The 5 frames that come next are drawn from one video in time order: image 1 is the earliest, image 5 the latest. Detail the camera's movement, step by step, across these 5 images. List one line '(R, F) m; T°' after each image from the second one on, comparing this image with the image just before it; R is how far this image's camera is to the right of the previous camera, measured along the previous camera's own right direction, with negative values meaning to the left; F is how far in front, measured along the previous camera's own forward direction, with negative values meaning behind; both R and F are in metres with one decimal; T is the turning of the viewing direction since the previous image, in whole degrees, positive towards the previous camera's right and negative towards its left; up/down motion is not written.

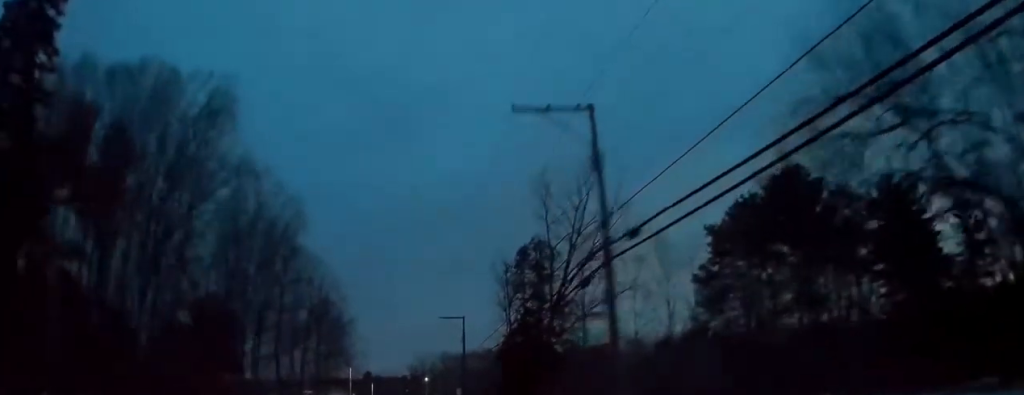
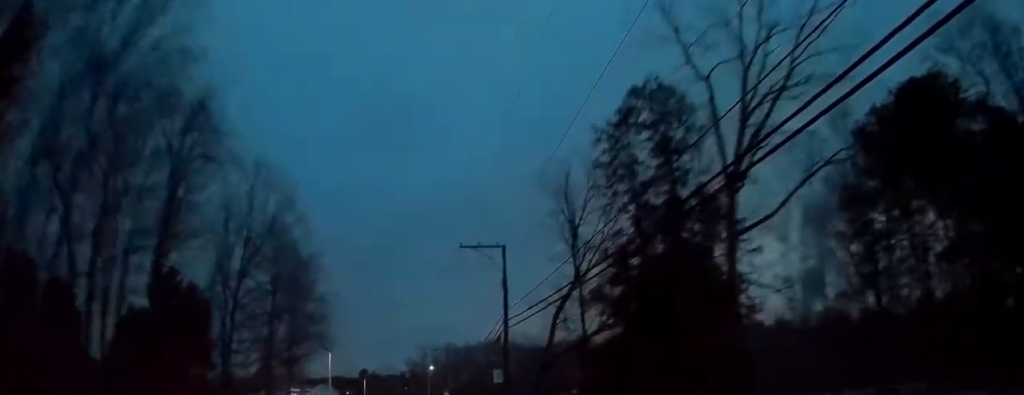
(0.0, +22.7) m; 0°
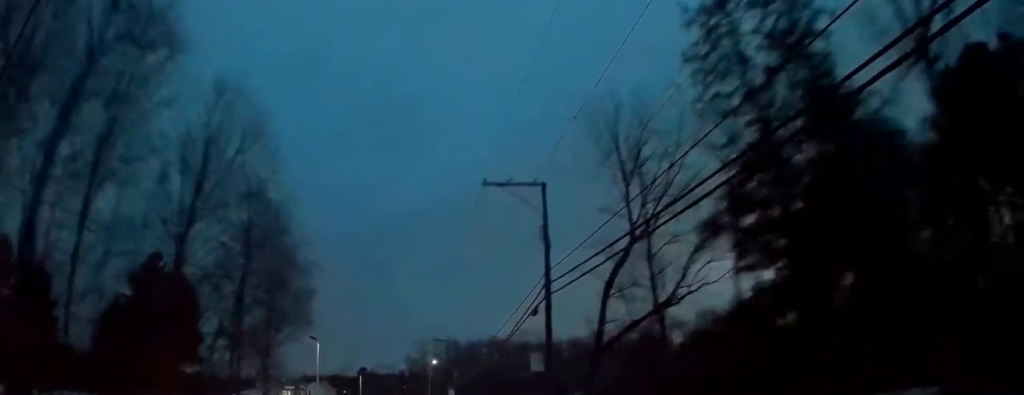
(0.0, +8.8) m; 0°
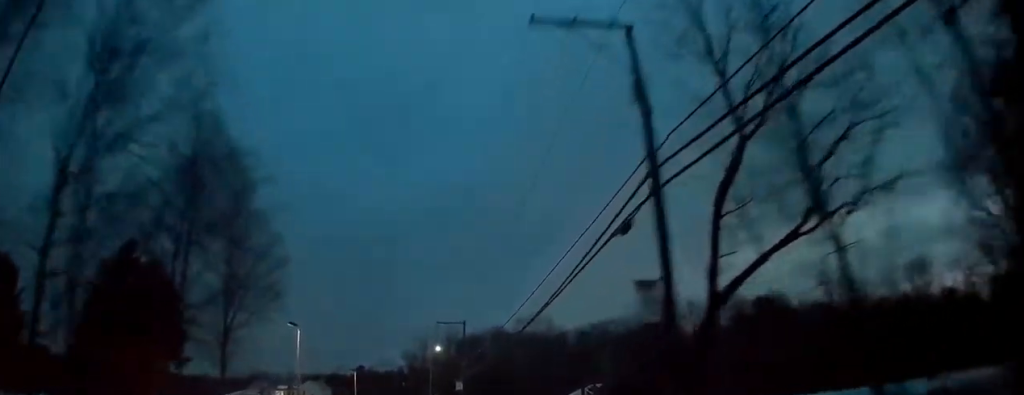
(0.0, +9.8) m; 0°
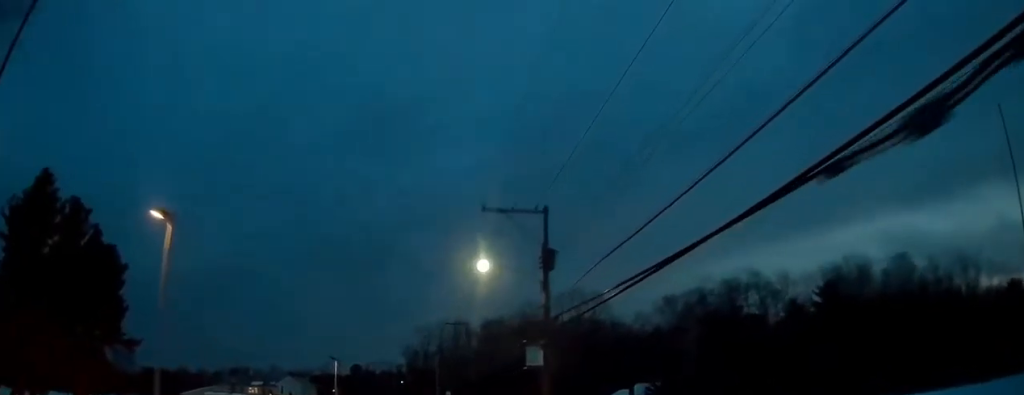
(-0.6, +28.9) m; +1°
